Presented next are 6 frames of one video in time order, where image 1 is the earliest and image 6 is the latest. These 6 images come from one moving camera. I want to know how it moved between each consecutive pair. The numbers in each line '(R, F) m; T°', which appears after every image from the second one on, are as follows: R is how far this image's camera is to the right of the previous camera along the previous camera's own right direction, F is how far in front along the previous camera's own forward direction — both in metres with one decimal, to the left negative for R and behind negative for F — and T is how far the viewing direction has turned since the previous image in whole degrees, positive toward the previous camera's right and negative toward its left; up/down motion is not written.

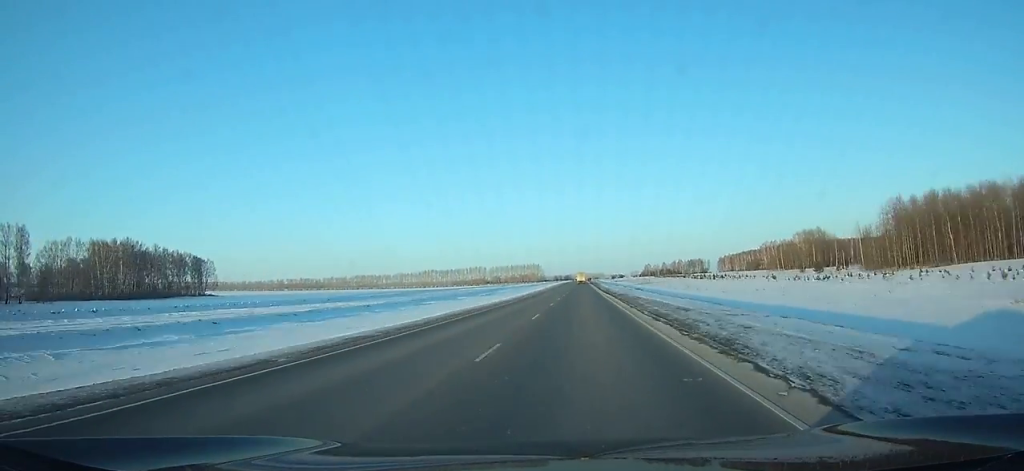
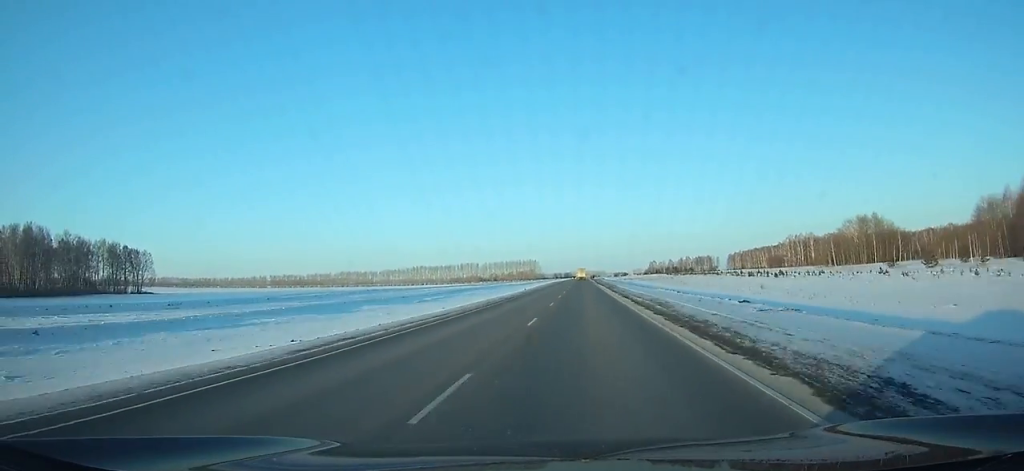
(0.0, +51.5) m; 0°
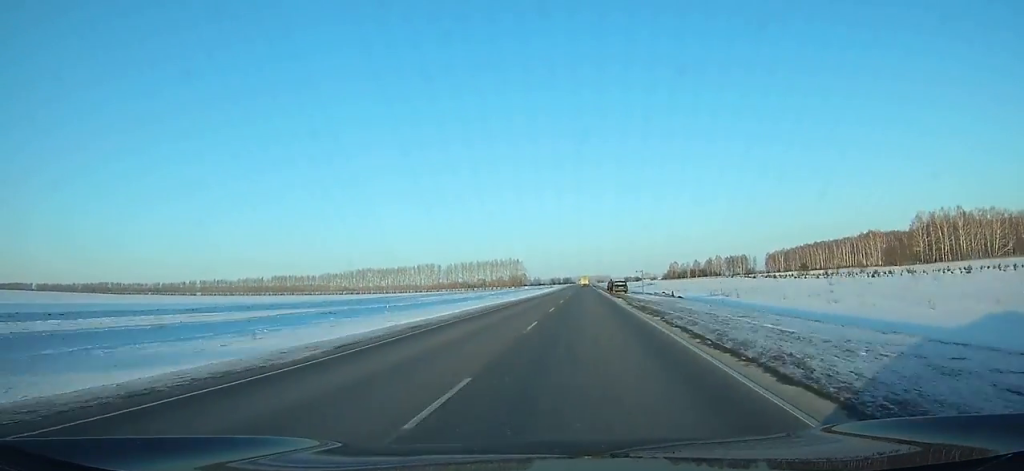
(-0.2, +171.3) m; 0°
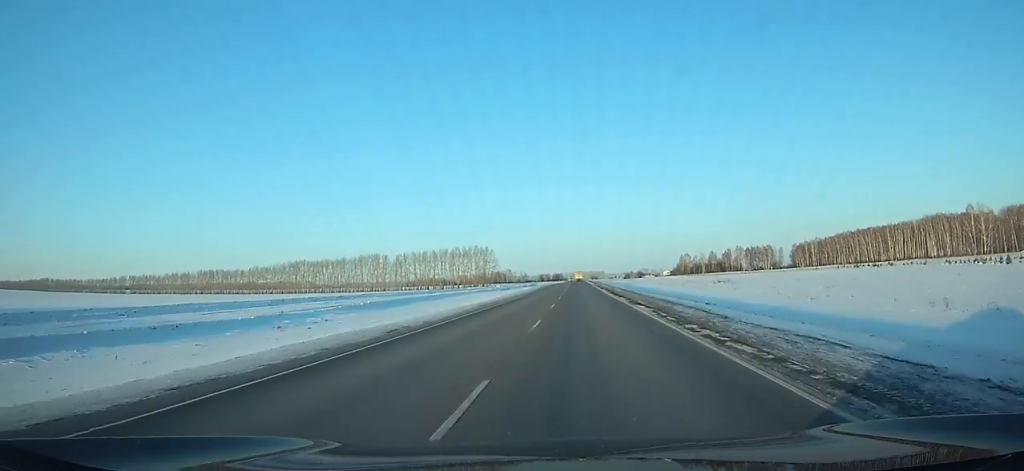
(-0.1, +112.0) m; 0°
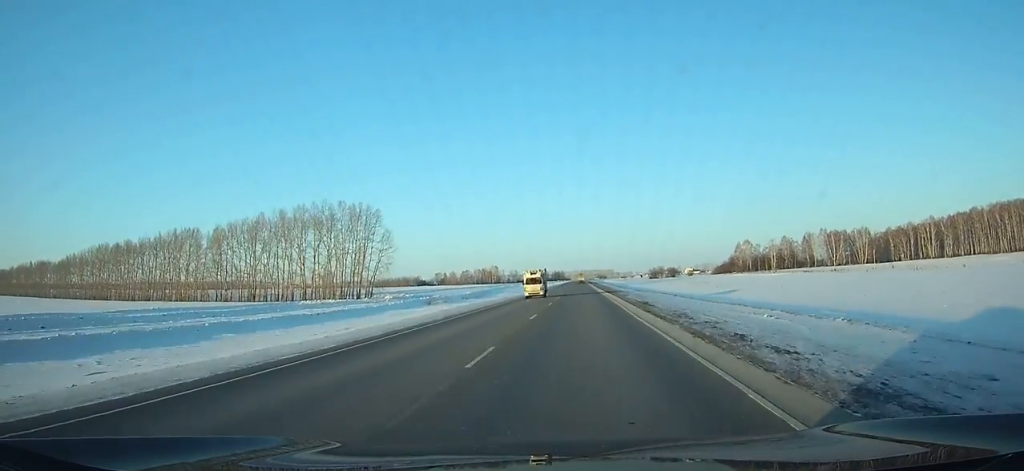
(+0.2, +179.1) m; 0°
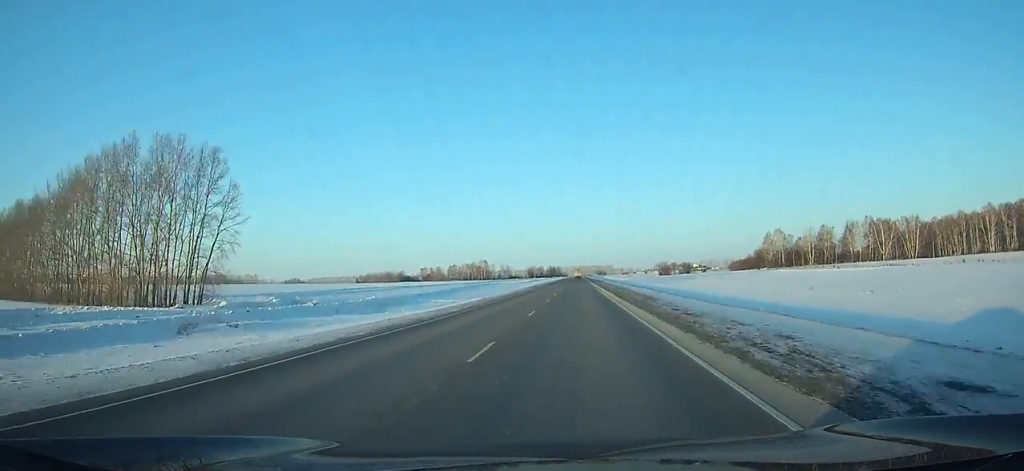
(+0.2, +60.3) m; 0°
